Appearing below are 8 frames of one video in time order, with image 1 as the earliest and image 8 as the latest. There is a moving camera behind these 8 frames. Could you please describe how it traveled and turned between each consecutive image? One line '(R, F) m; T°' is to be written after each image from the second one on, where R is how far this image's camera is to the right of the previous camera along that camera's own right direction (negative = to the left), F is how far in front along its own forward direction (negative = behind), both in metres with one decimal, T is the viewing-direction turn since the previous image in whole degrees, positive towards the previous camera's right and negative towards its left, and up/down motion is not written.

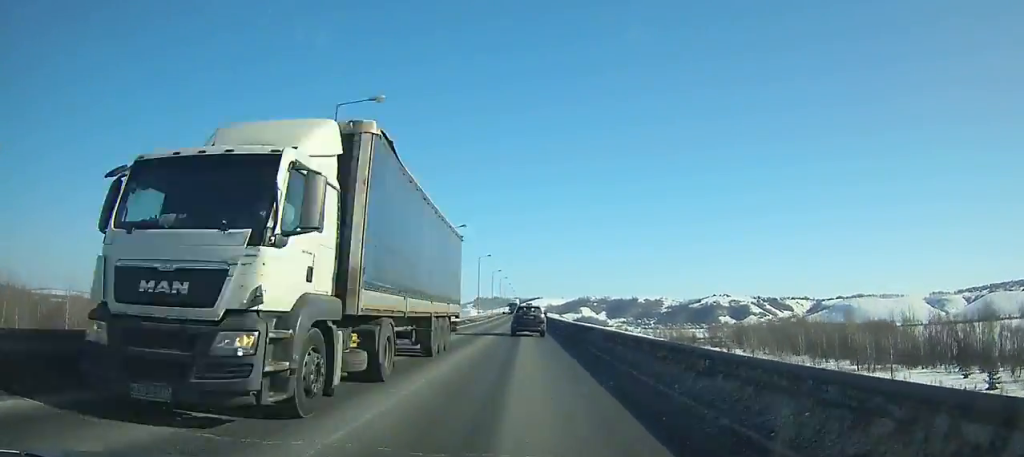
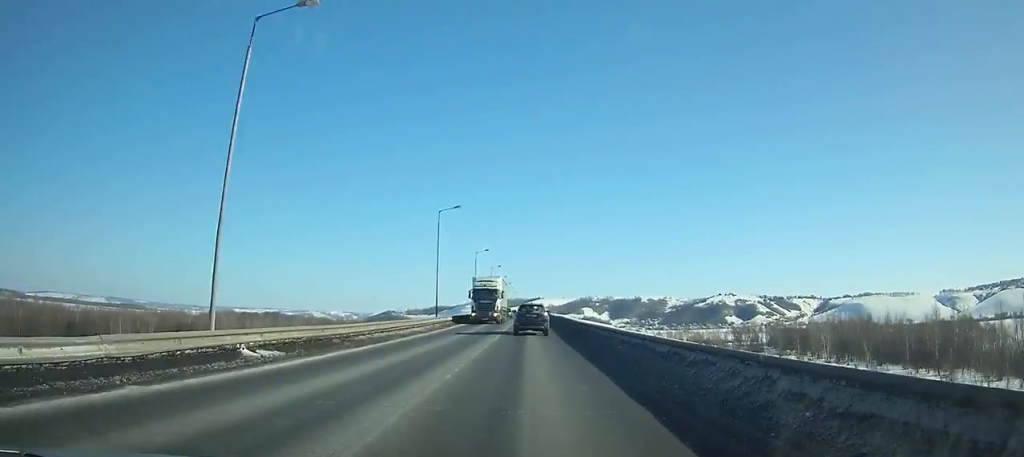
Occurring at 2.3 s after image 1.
(+0.2, +49.7) m; 0°
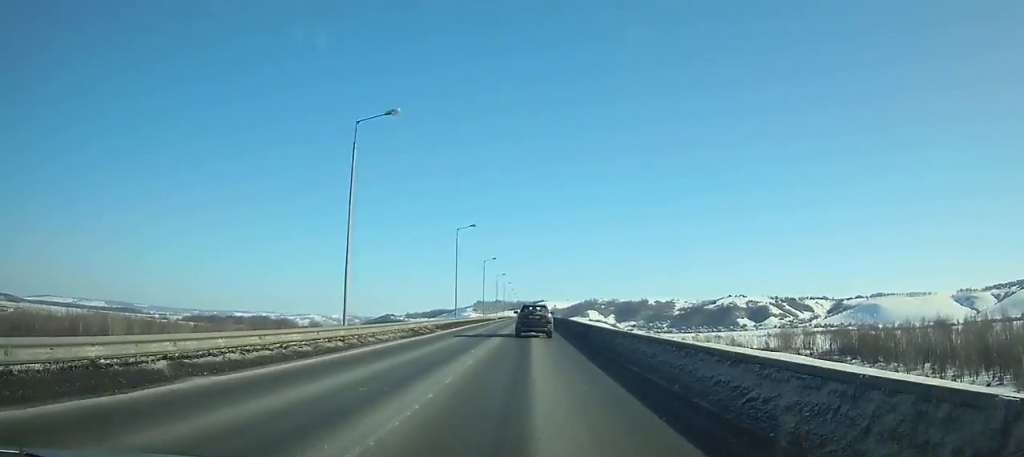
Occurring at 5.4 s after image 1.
(0.0, +67.2) m; 0°
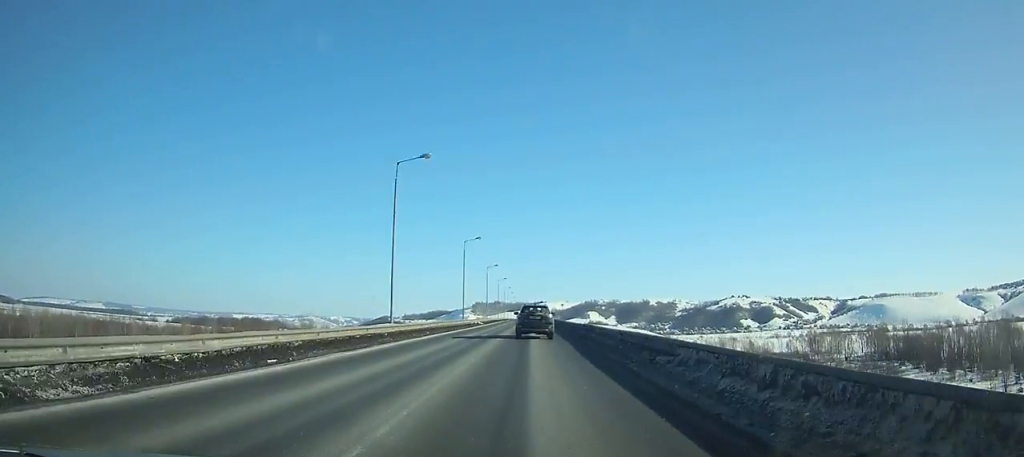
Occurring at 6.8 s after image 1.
(0.0, +30.5) m; 0°
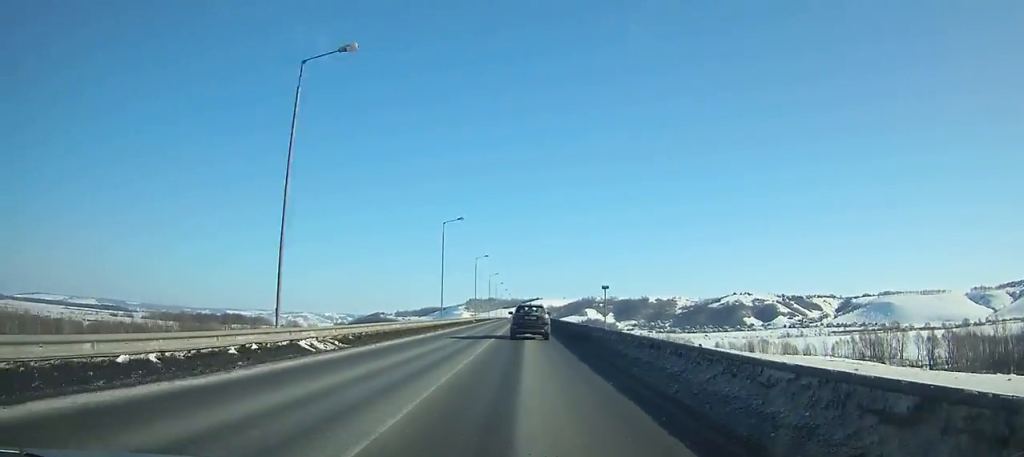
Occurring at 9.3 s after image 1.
(0.0, +54.5) m; 0°
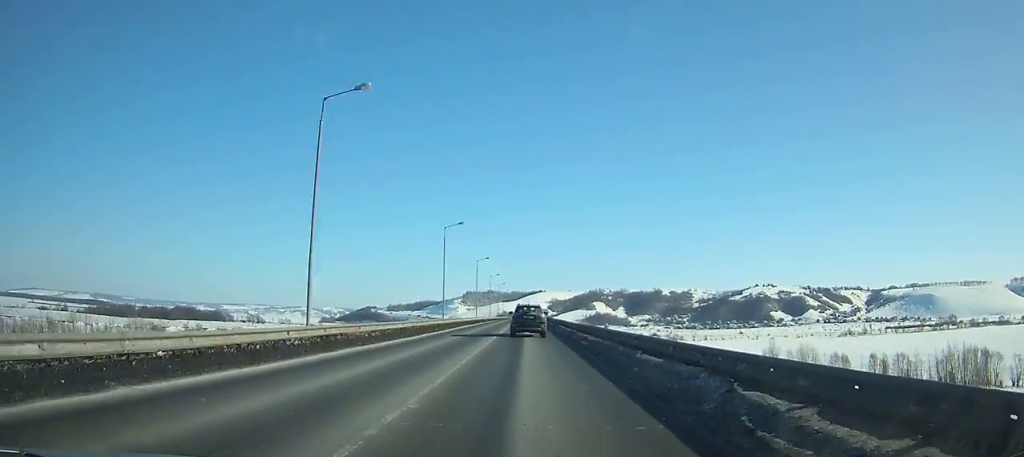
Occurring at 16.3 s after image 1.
(-0.4, +154.7) m; 0°
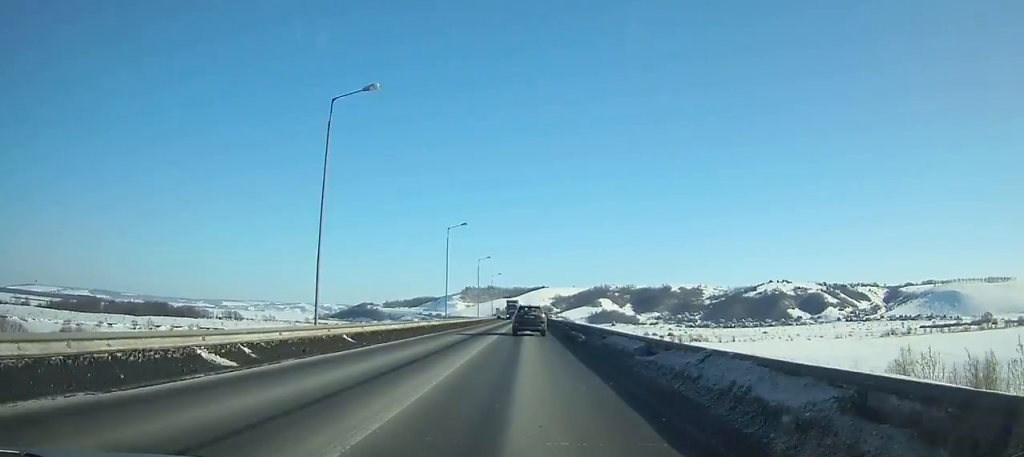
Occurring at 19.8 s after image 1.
(-0.1, +77.9) m; 0°
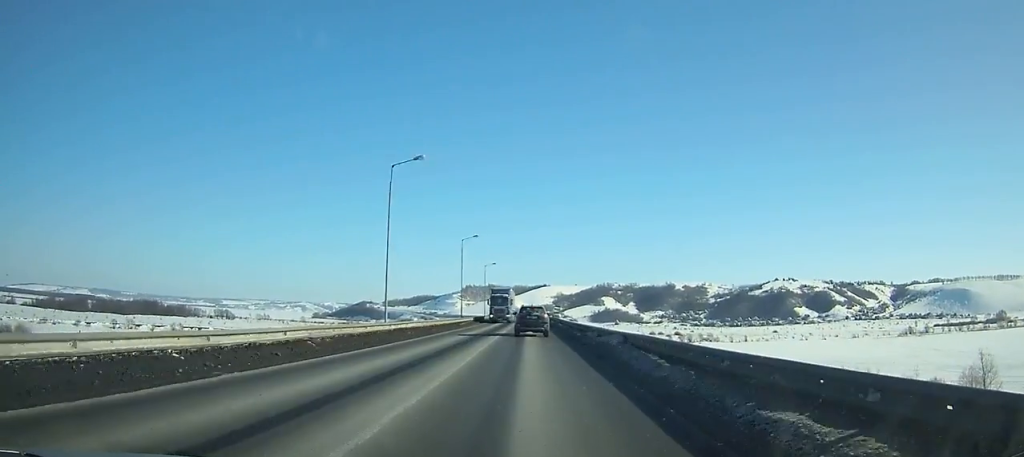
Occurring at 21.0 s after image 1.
(0.0, +26.7) m; 0°
